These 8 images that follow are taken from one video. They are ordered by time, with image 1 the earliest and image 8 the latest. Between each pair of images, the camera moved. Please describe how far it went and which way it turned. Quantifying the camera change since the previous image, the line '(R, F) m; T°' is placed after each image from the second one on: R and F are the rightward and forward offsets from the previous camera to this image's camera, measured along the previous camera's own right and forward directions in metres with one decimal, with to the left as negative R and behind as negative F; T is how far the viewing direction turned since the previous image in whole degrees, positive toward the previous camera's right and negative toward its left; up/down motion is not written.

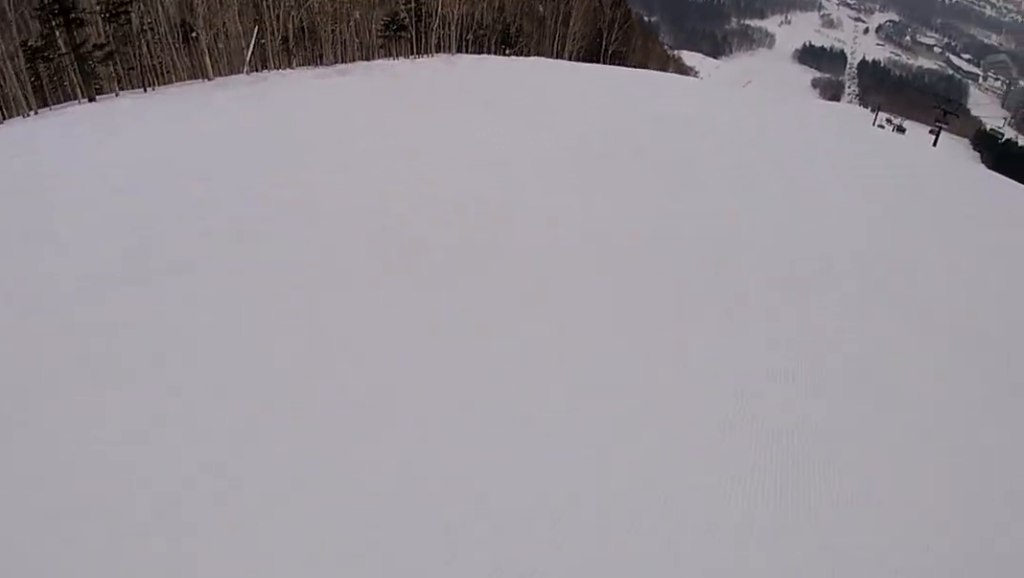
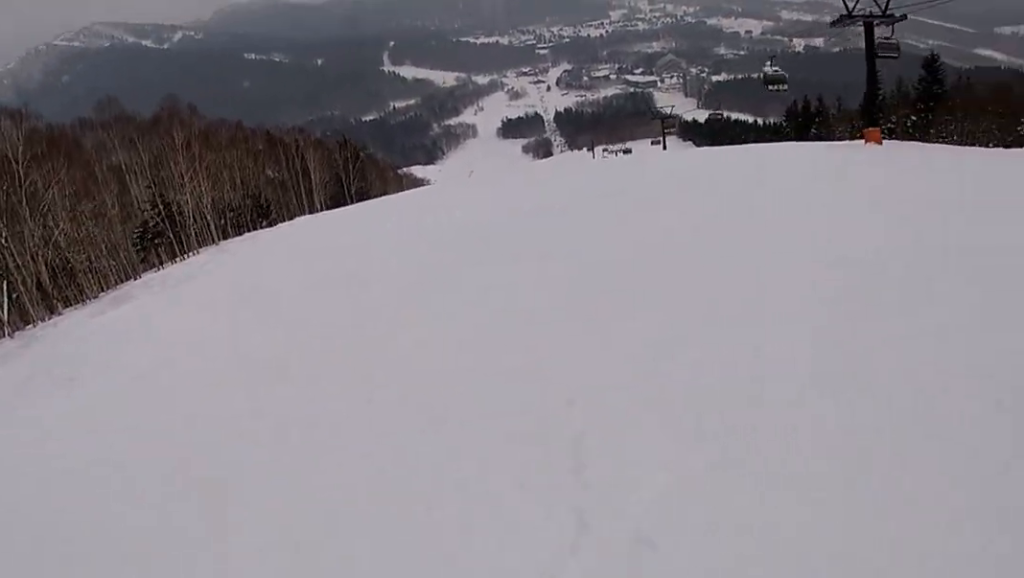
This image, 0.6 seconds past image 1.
(+1.6, +4.8) m; +21°
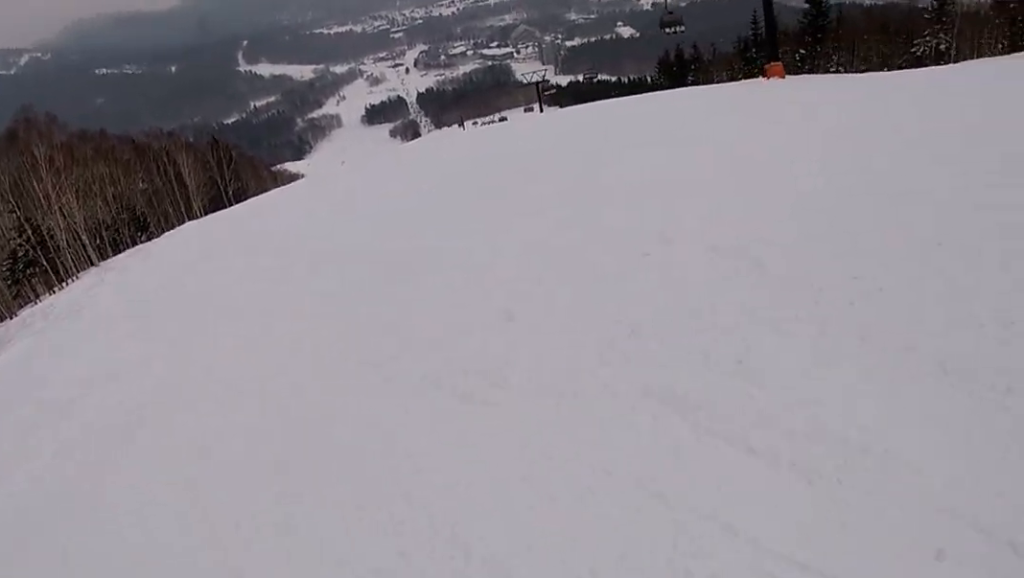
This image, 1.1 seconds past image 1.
(+0.3, +3.7) m; +15°
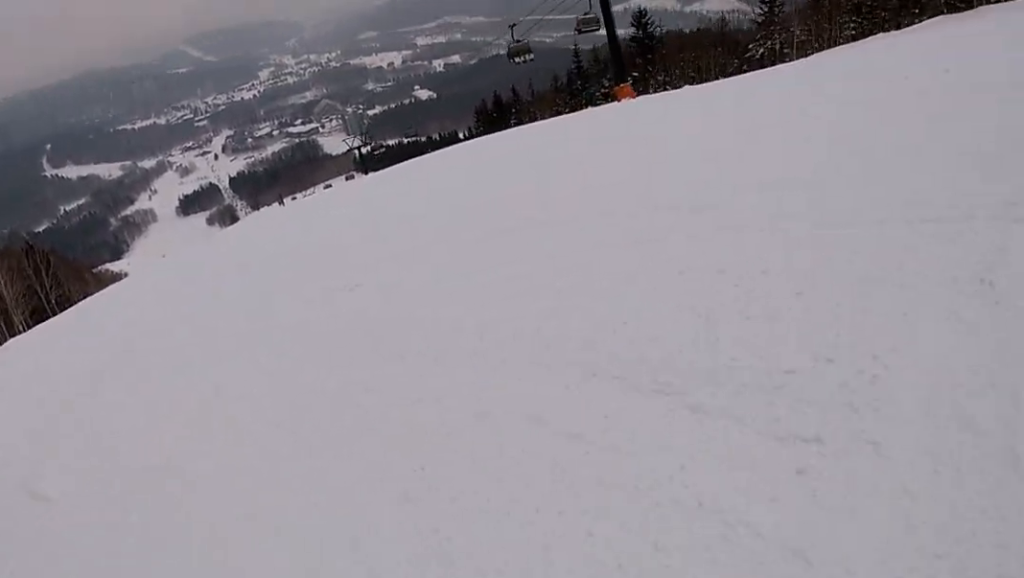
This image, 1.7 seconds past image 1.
(+1.0, +5.1) m; +14°
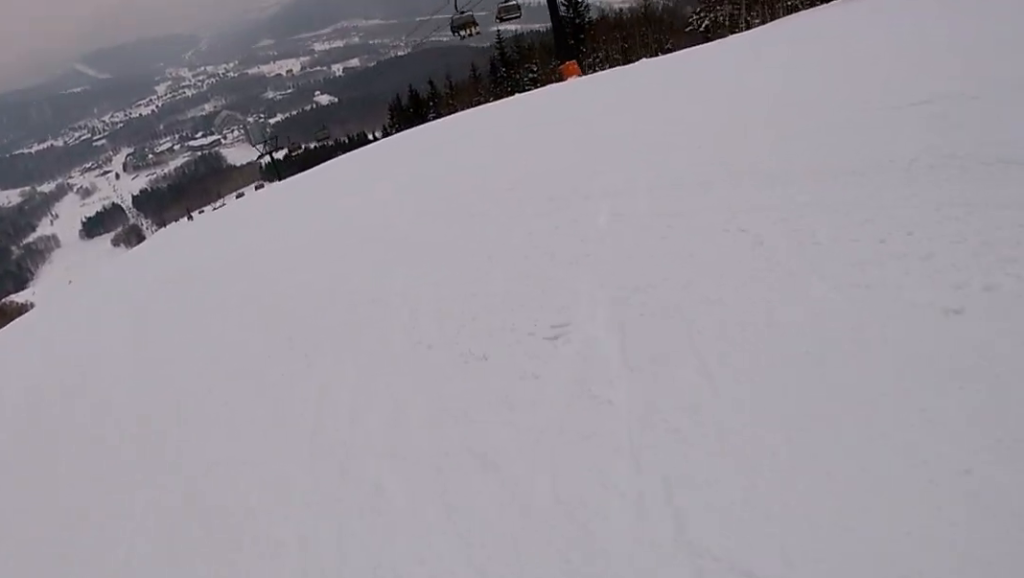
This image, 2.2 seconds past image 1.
(+0.4, +4.2) m; +11°
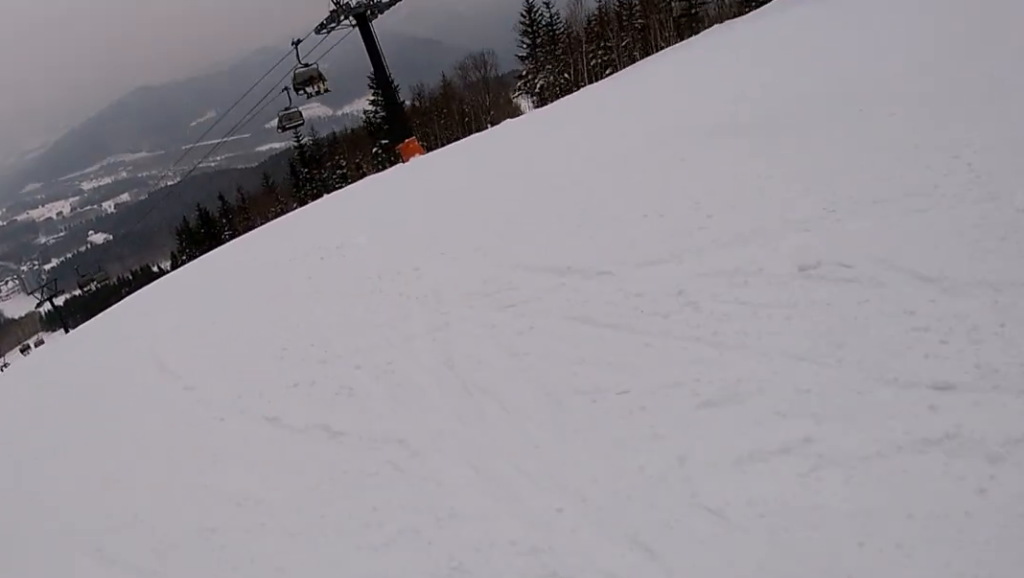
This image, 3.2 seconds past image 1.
(+1.3, +7.8) m; +18°
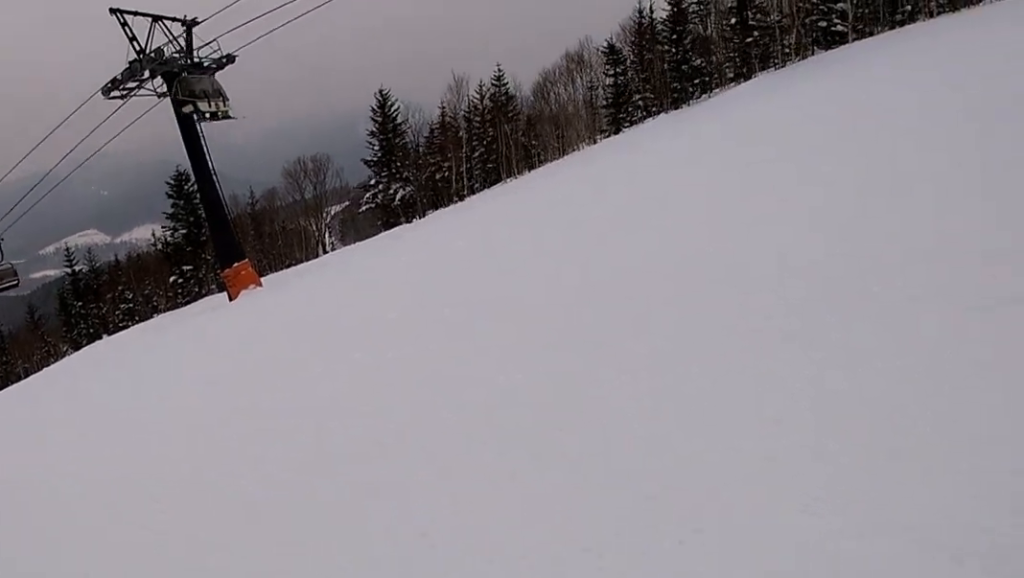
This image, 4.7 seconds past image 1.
(+2.4, +10.2) m; +14°
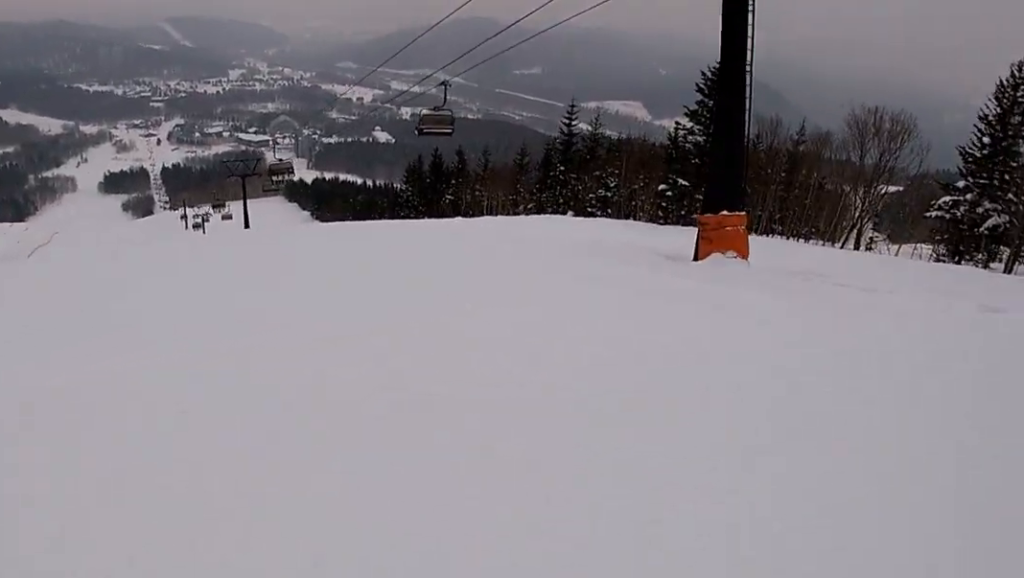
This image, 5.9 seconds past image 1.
(-0.6, +6.3) m; -23°
